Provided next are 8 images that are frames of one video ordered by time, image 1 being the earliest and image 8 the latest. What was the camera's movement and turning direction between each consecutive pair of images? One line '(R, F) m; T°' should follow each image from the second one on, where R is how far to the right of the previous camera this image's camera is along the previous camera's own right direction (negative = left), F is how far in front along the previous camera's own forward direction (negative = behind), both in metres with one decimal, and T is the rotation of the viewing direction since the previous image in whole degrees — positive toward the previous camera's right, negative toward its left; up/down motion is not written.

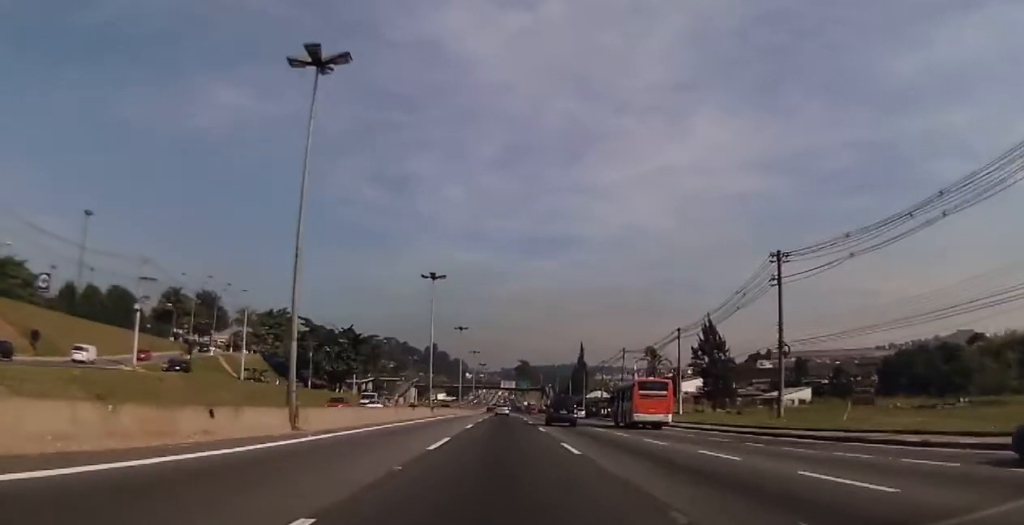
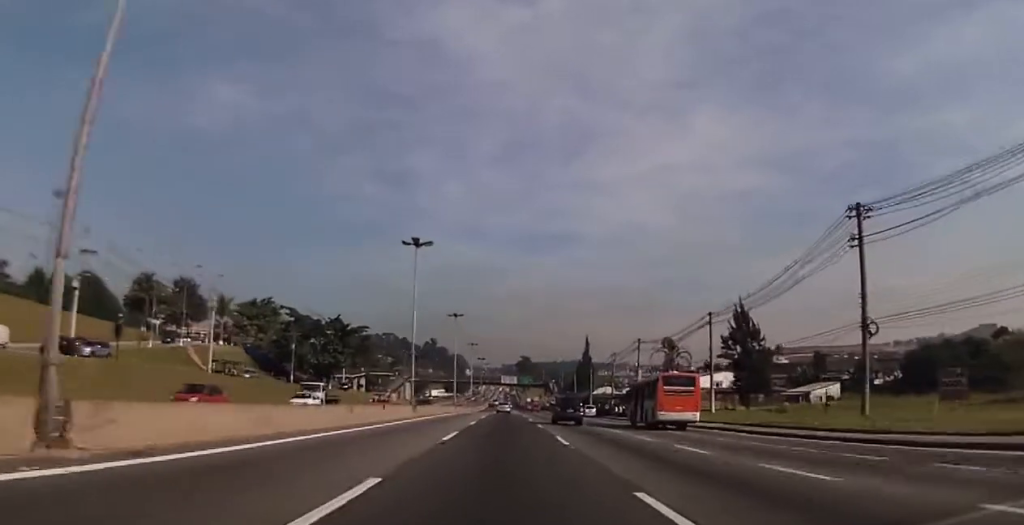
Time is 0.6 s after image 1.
(0.0, +12.3) m; 0°
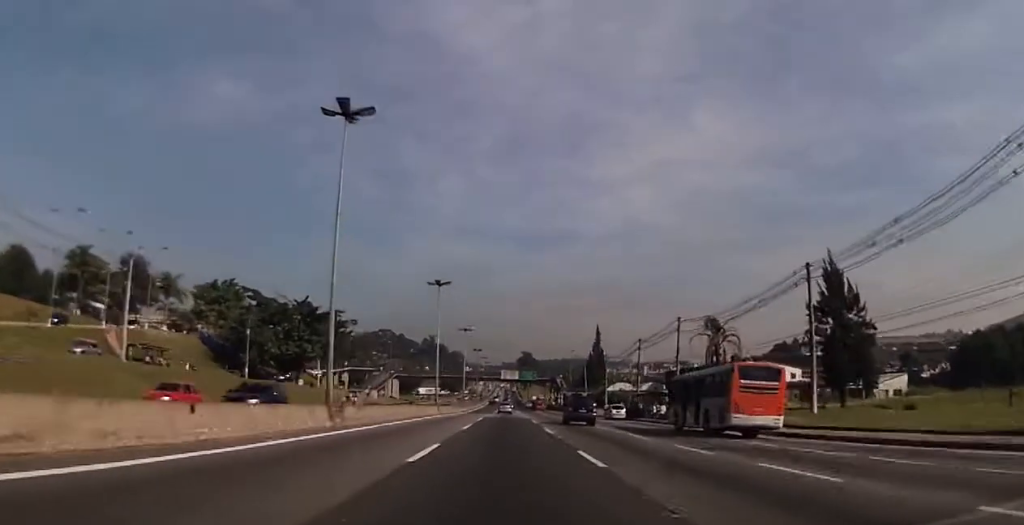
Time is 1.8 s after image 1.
(-0.1, +23.3) m; 0°
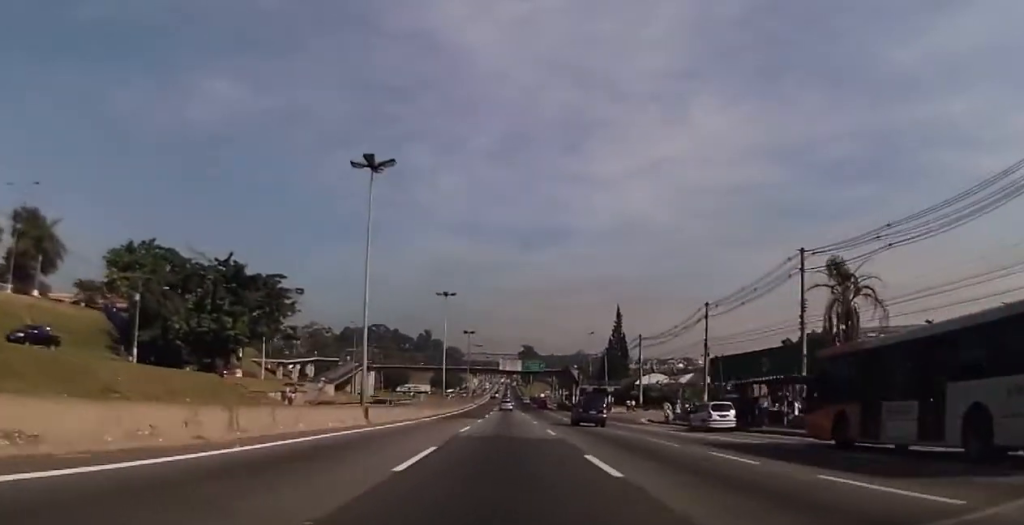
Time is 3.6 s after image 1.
(0.0, +34.1) m; 0°
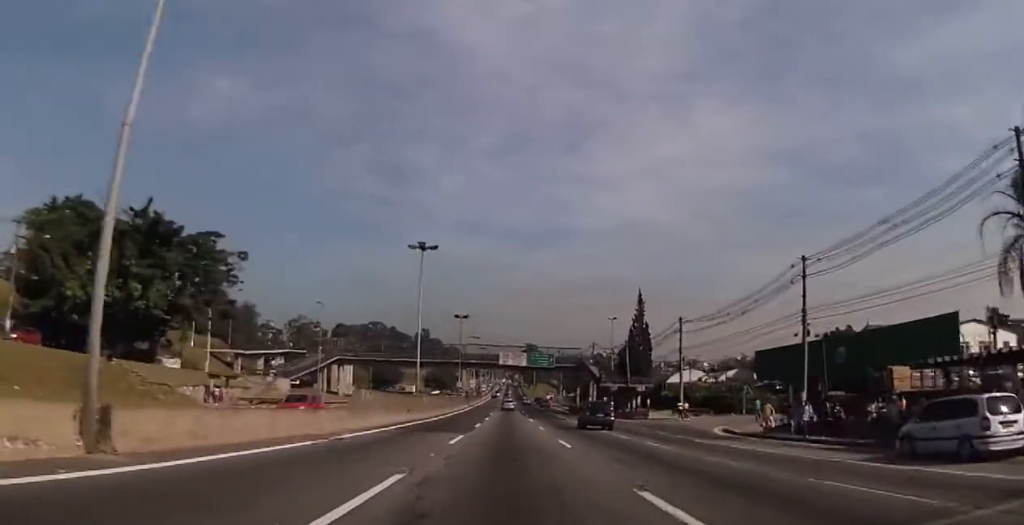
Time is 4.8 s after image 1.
(0.0, +22.4) m; 0°
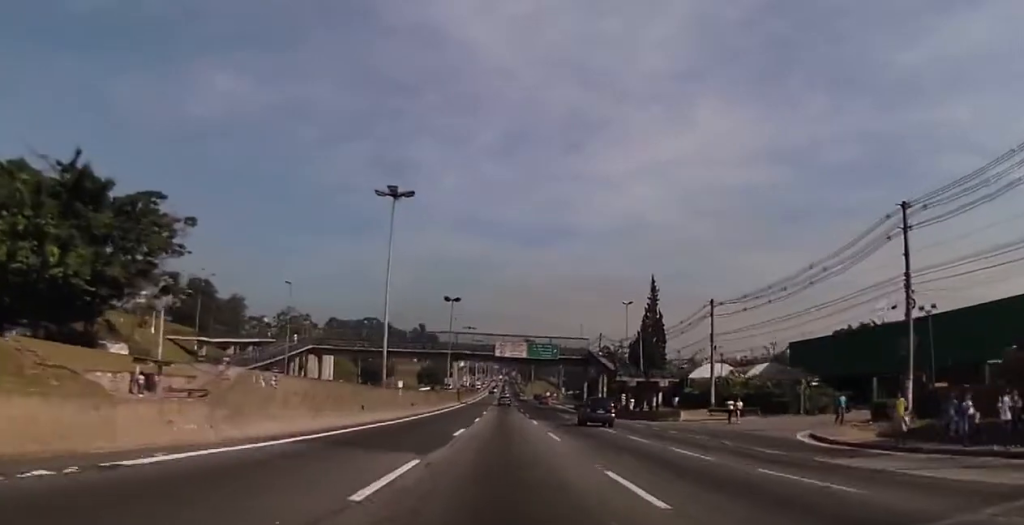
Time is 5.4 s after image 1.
(0.0, +12.8) m; 0°
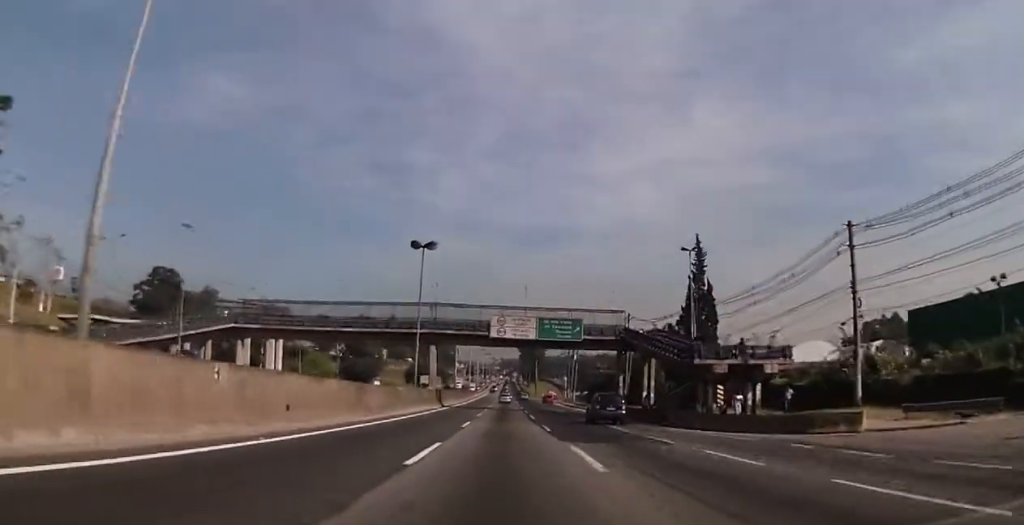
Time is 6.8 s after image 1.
(0.0, +27.0) m; +1°
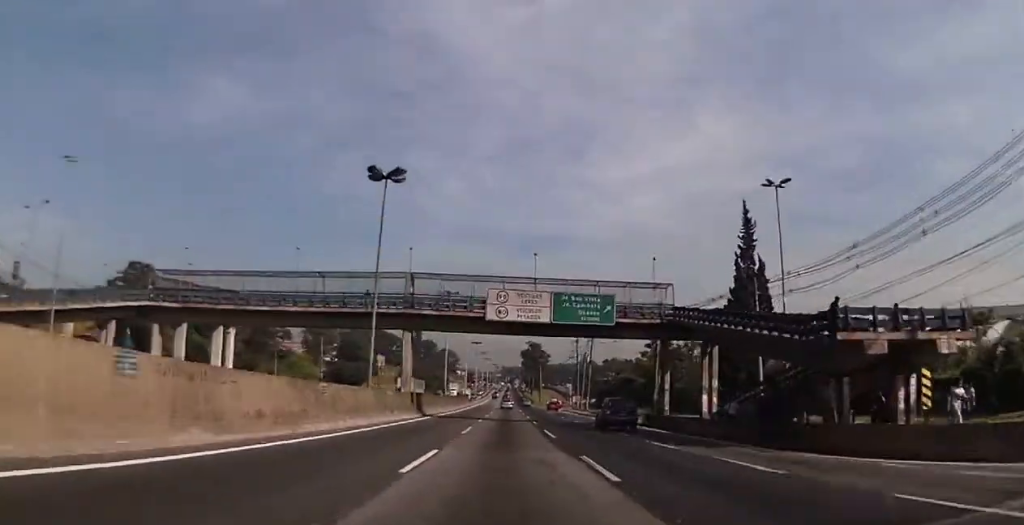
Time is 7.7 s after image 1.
(+0.1, +17.0) m; +1°
